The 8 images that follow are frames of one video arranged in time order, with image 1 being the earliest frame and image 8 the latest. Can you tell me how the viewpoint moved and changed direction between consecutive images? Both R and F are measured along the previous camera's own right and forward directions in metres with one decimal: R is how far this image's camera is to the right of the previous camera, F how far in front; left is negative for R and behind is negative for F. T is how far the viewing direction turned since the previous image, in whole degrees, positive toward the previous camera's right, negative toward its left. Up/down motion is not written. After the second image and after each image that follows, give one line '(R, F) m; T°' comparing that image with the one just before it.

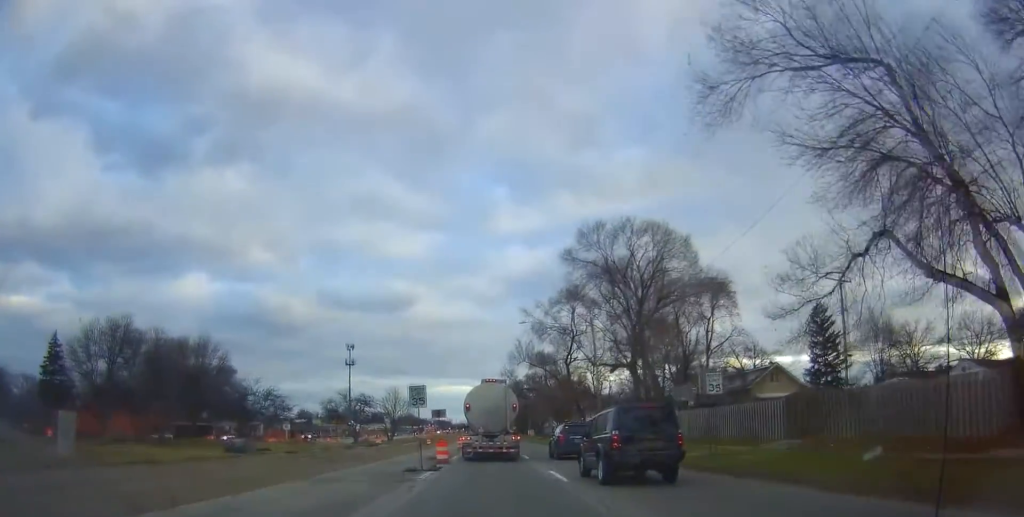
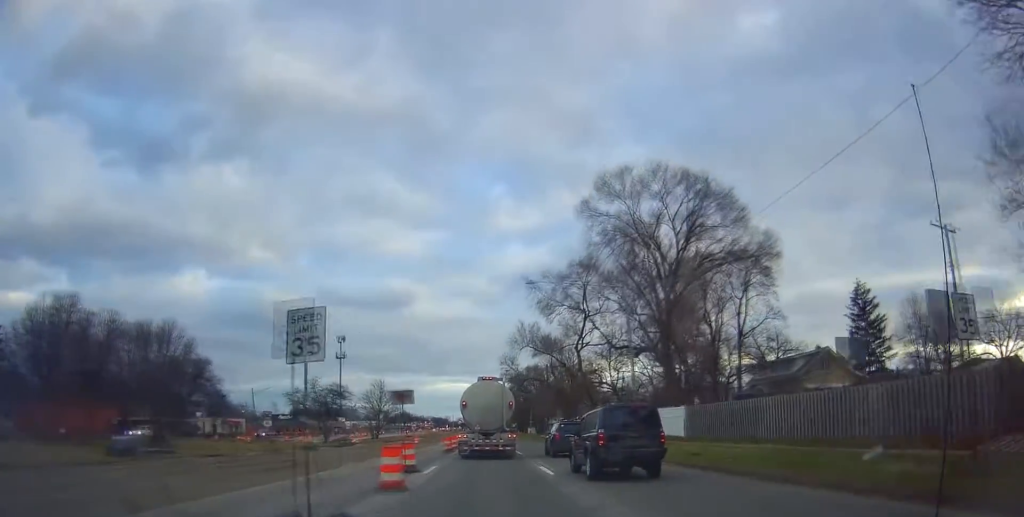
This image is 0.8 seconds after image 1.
(-0.2, +12.8) m; +1°
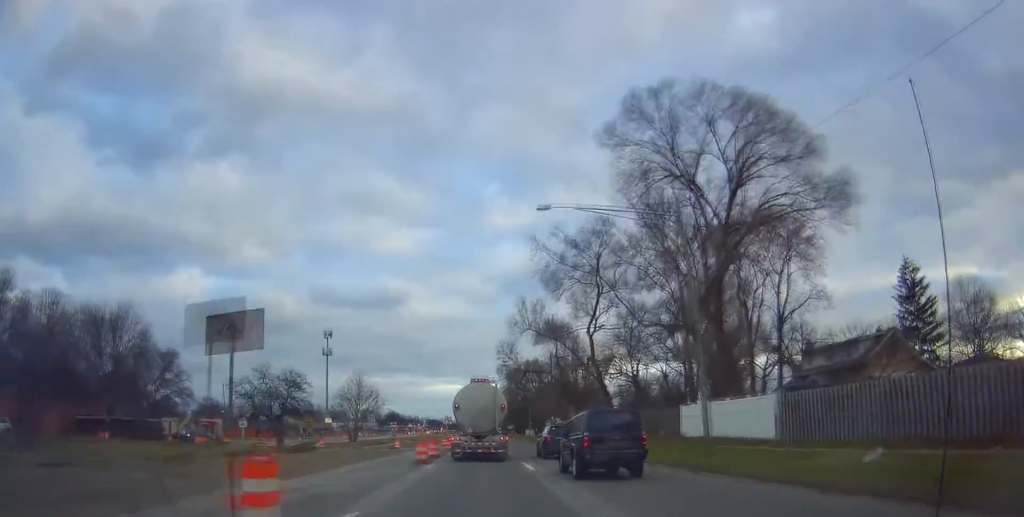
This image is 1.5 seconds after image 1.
(+0.4, +12.7) m; +2°
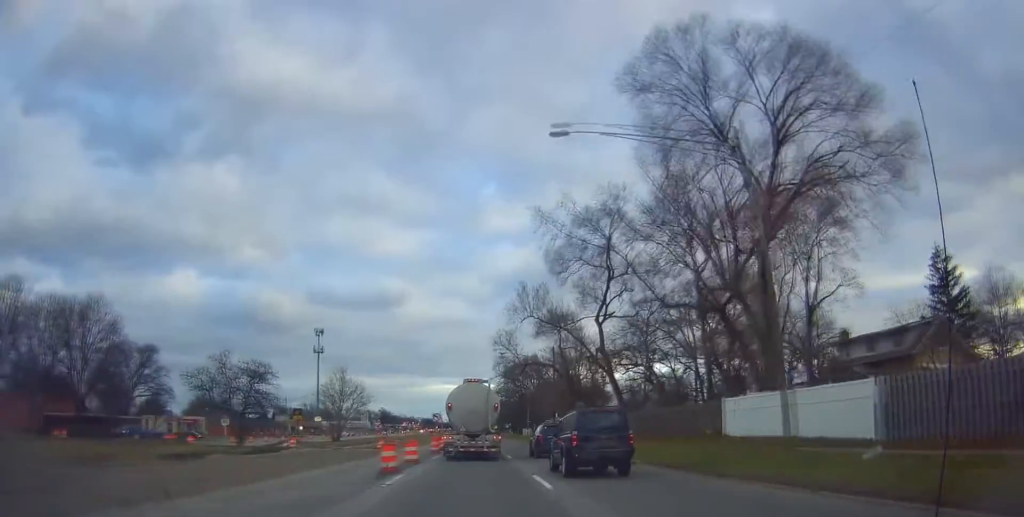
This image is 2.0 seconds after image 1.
(0.0, +7.3) m; 0°
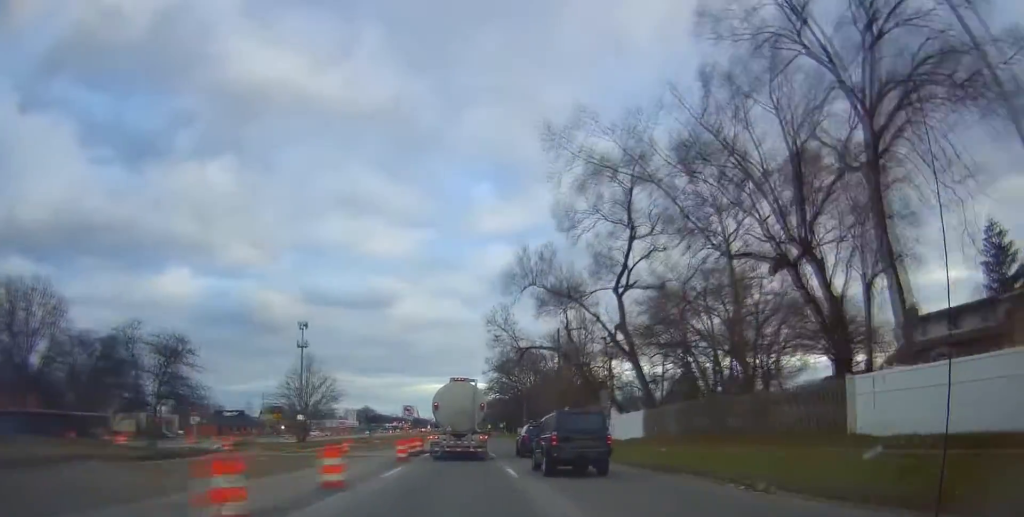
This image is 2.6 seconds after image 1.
(0.0, +11.3) m; 0°
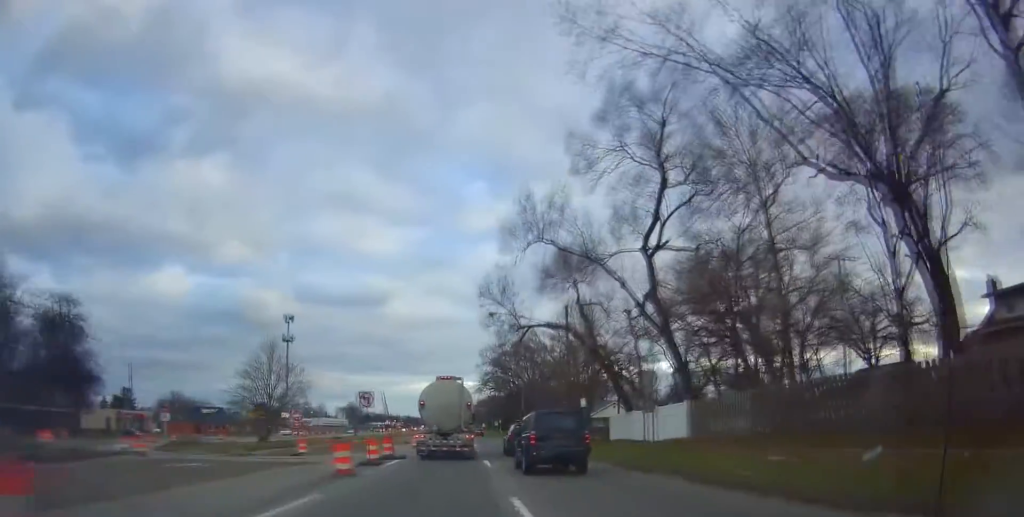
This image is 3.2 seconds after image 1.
(0.0, +9.7) m; 0°
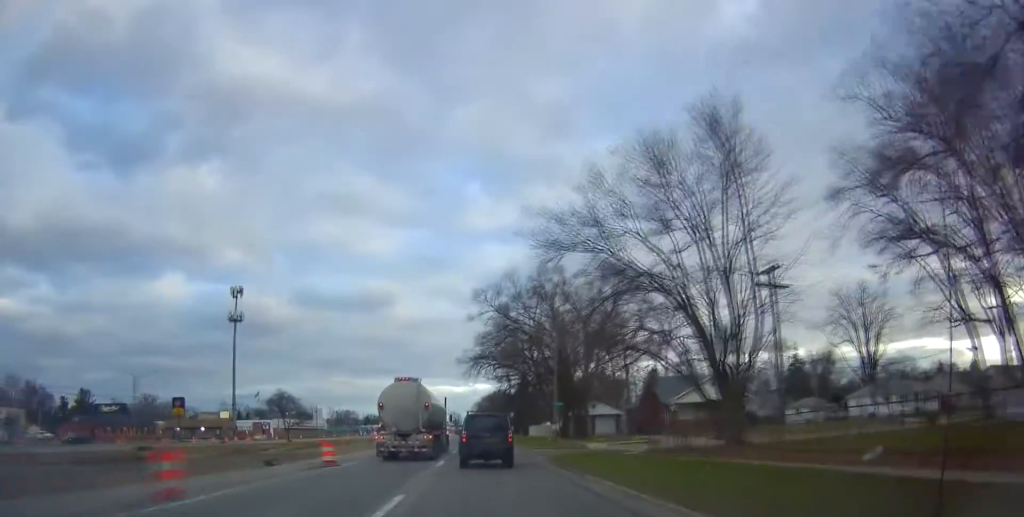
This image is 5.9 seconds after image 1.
(0.0, +46.0) m; 0°
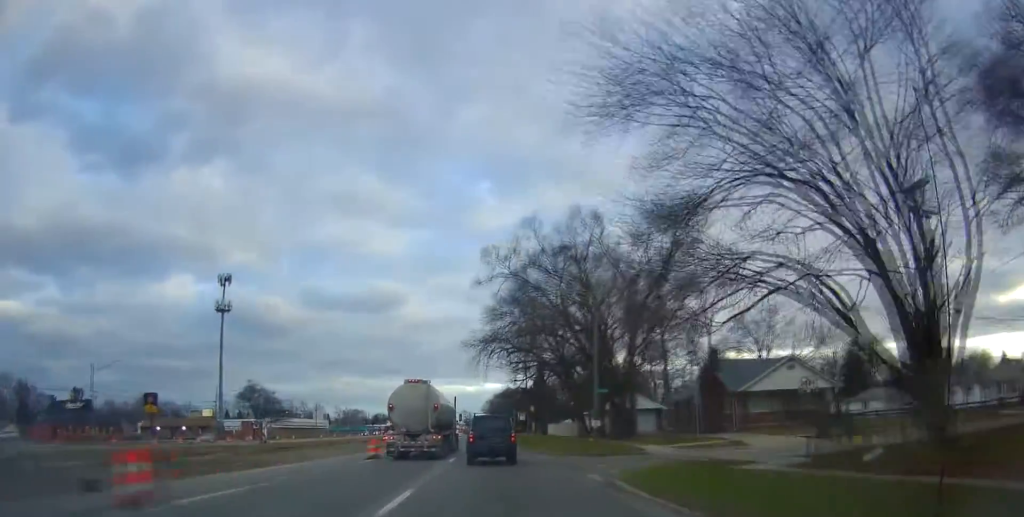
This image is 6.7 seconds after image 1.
(0.0, +14.7) m; 0°
